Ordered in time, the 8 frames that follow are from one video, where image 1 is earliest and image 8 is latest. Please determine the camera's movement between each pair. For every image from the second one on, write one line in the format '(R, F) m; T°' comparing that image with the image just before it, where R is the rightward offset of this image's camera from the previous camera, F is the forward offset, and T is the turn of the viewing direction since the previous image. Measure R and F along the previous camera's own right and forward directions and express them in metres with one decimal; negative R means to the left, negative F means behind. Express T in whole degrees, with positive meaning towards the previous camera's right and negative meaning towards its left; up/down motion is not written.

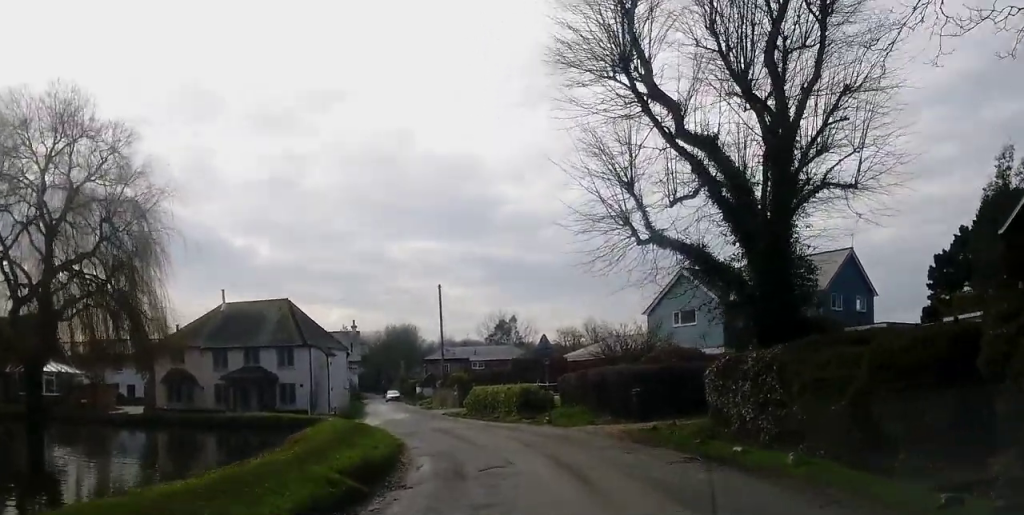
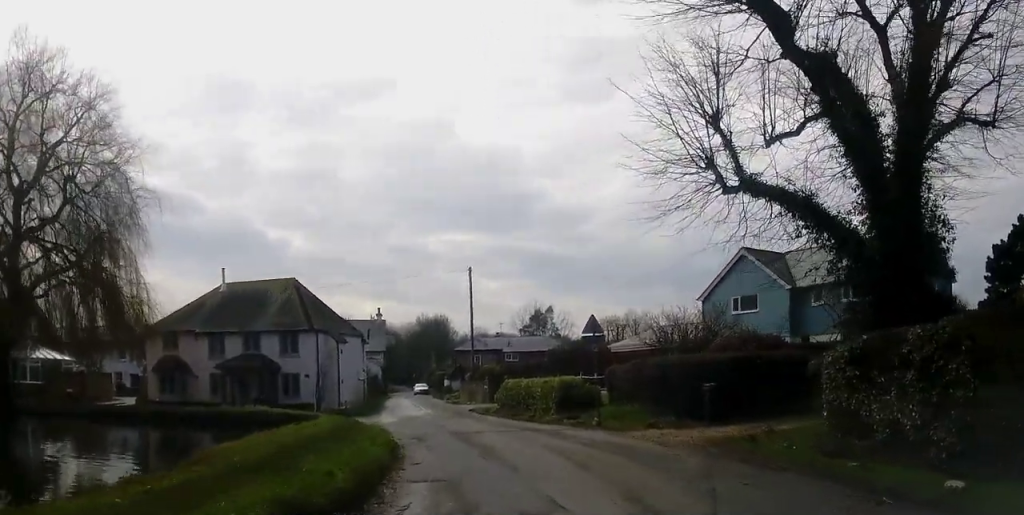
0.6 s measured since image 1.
(0.0, +5.8) m; 0°
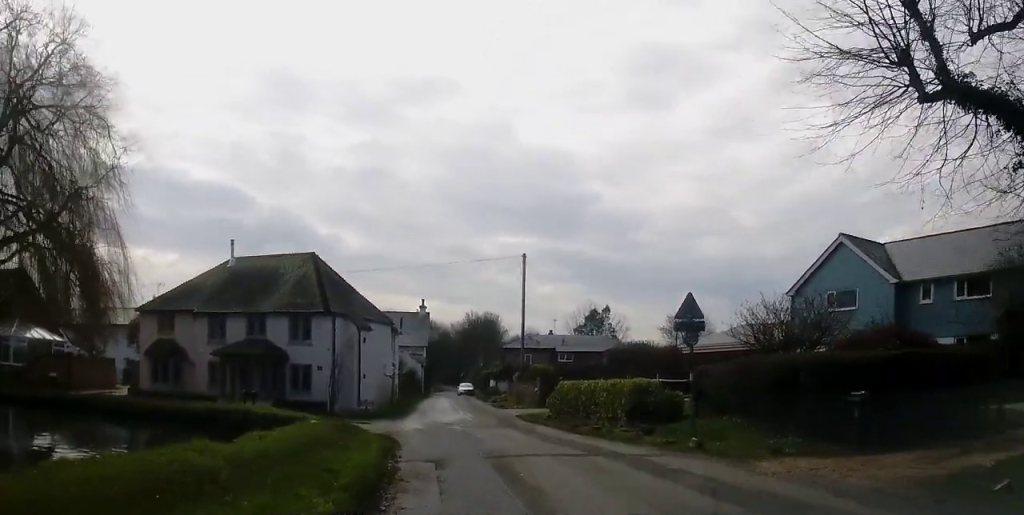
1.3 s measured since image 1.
(0.0, +6.7) m; 0°
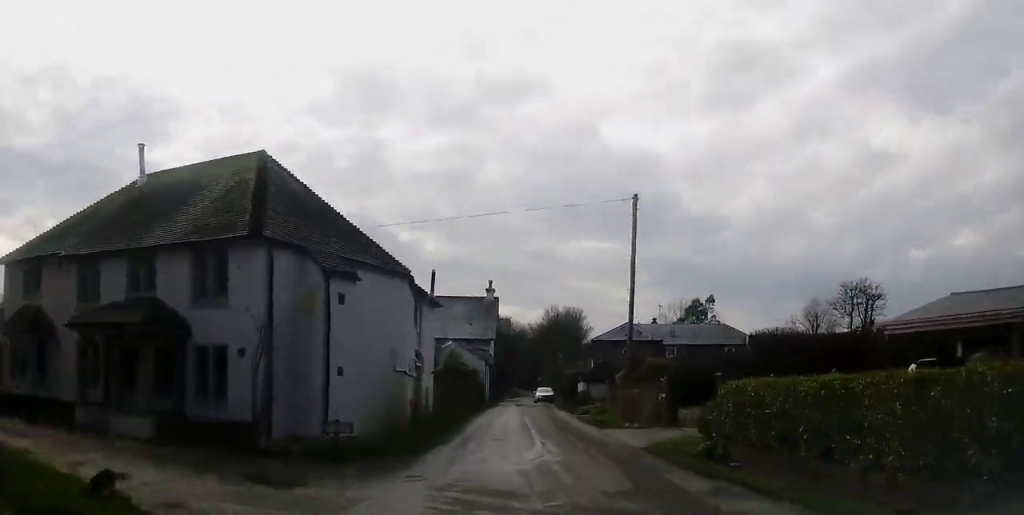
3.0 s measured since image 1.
(-0.2, +16.1) m; -5°
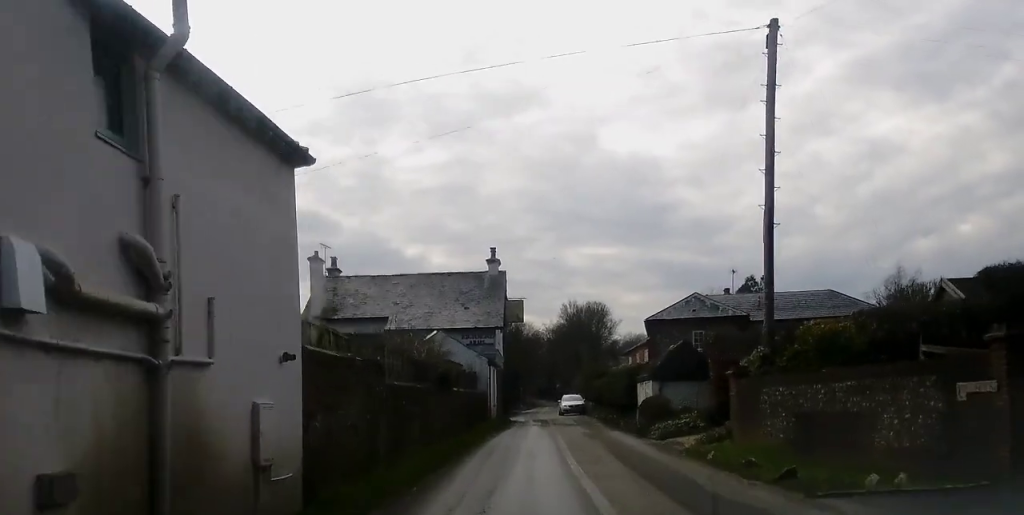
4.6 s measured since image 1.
(-1.6, +16.9) m; -7°
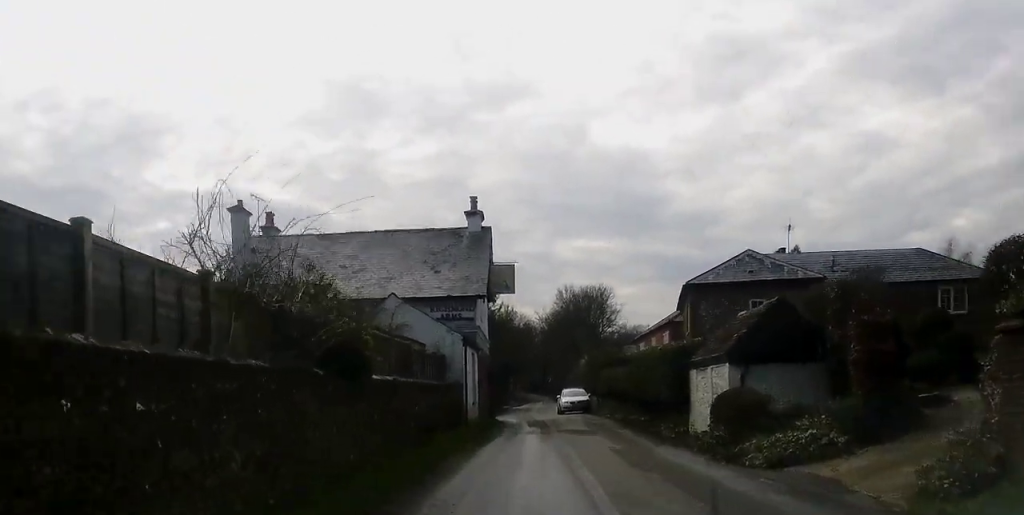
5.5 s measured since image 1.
(-0.1, +9.8) m; 0°
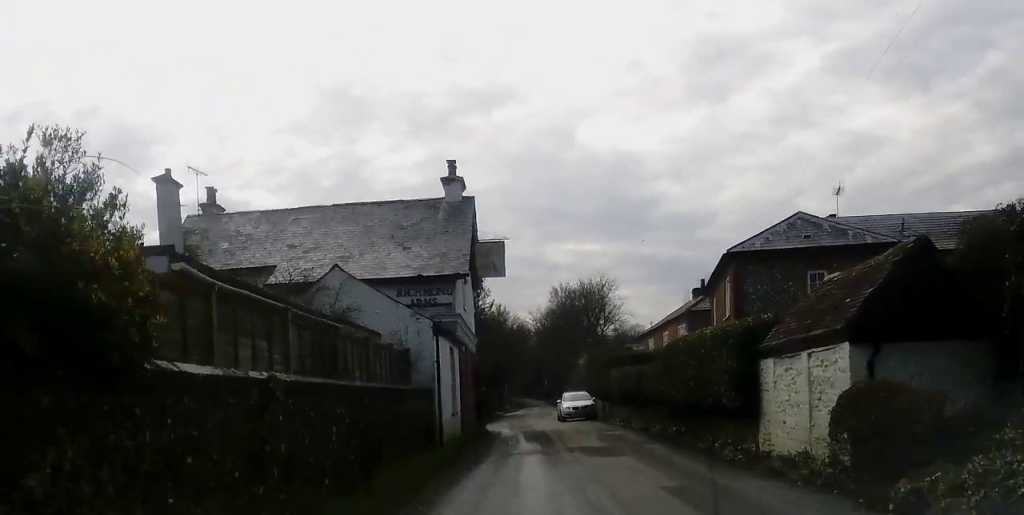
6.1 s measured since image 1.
(0.0, +5.9) m; +1°
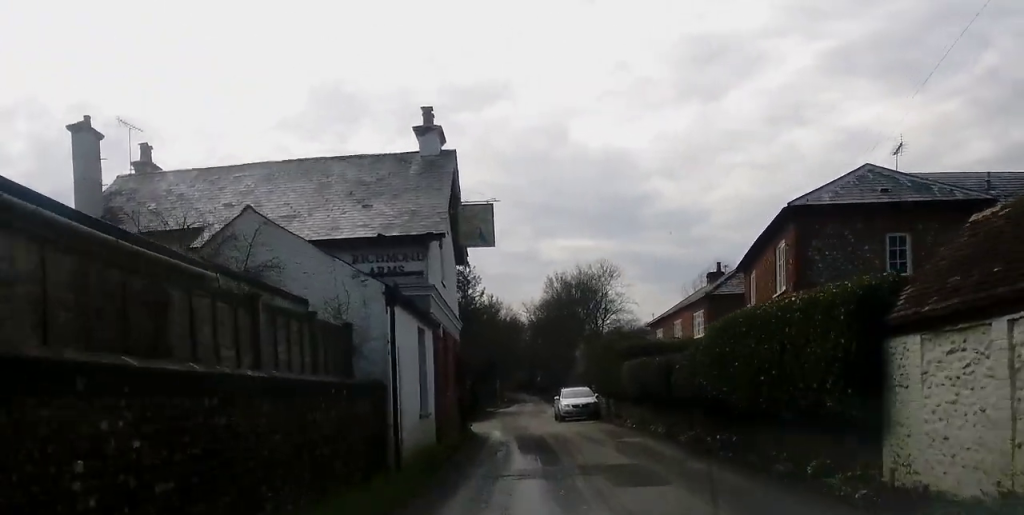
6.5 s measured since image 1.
(+0.1, +4.9) m; +1°
